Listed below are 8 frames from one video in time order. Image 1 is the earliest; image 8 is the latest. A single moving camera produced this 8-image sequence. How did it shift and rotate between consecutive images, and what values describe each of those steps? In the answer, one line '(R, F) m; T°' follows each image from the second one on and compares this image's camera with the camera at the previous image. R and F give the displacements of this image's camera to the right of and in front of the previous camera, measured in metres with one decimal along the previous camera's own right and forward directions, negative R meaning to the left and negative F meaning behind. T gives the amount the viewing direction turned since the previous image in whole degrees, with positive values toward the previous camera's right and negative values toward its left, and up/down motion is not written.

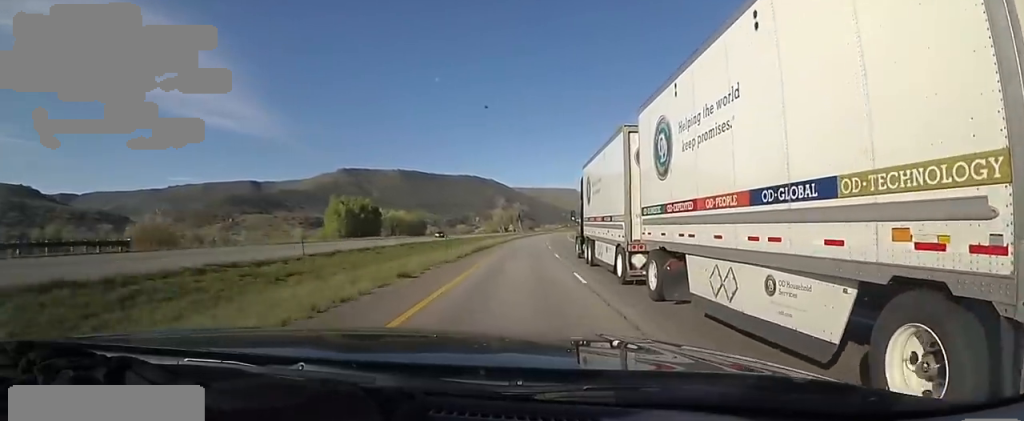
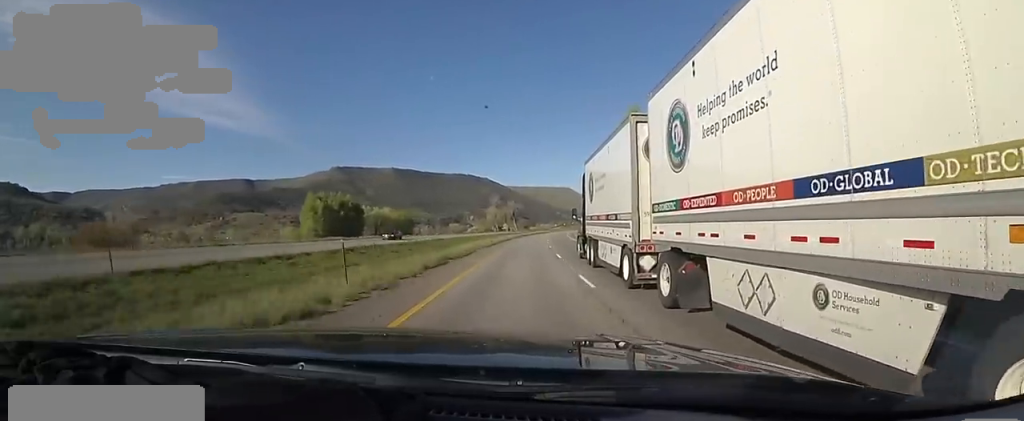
(+0.1, +13.5) m; 0°
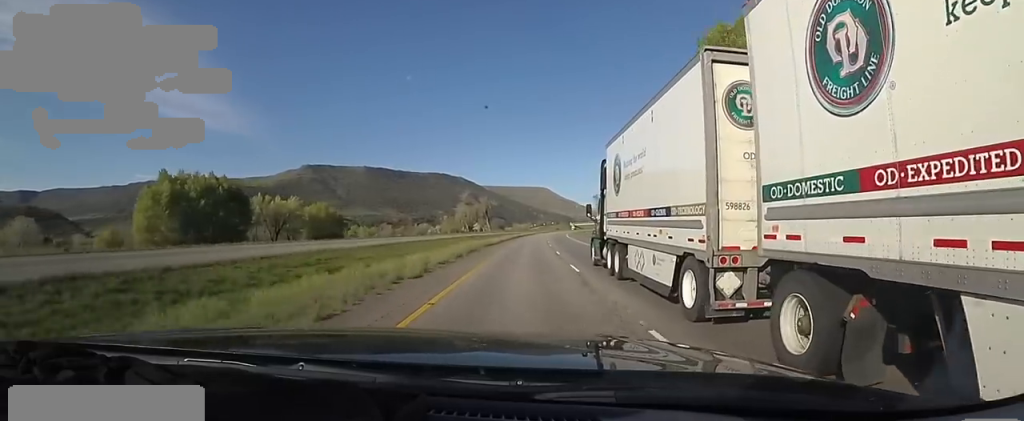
(+1.0, +55.0) m; +3°
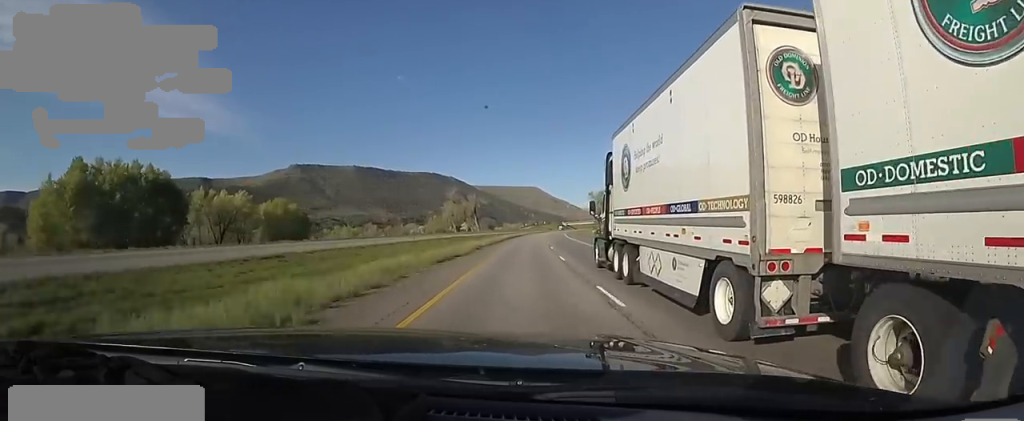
(+0.4, +18.7) m; +2°
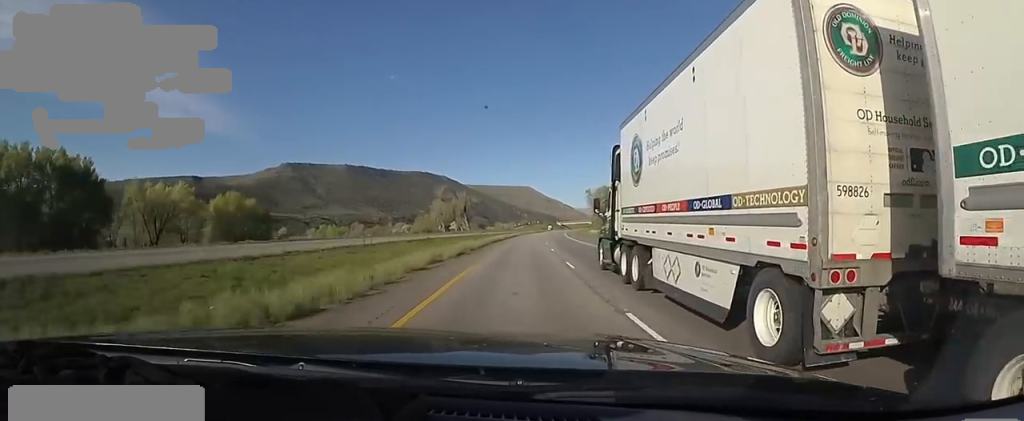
(+0.1, +16.6) m; +1°
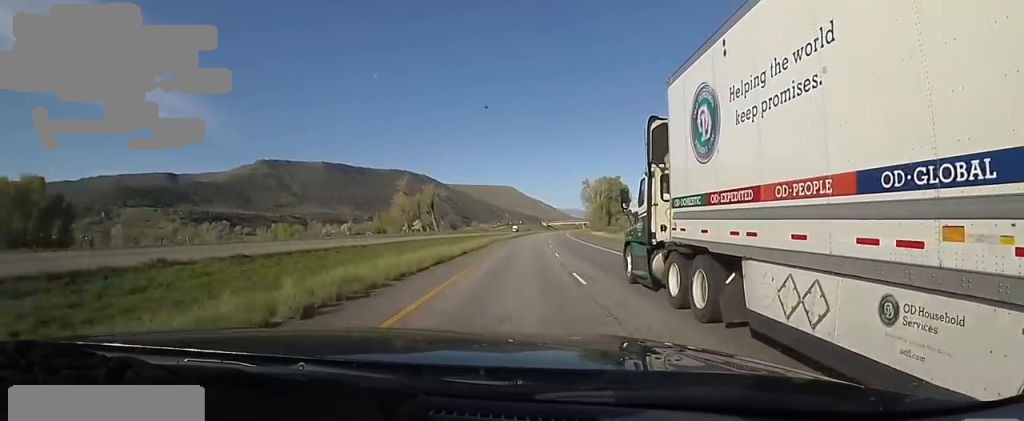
(+0.1, +51.8) m; 0°
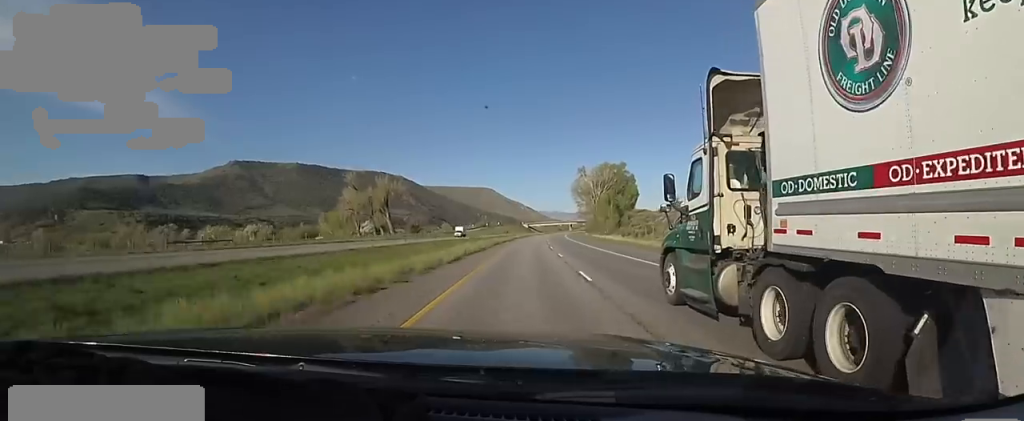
(+1.5, +47.4) m; +4°
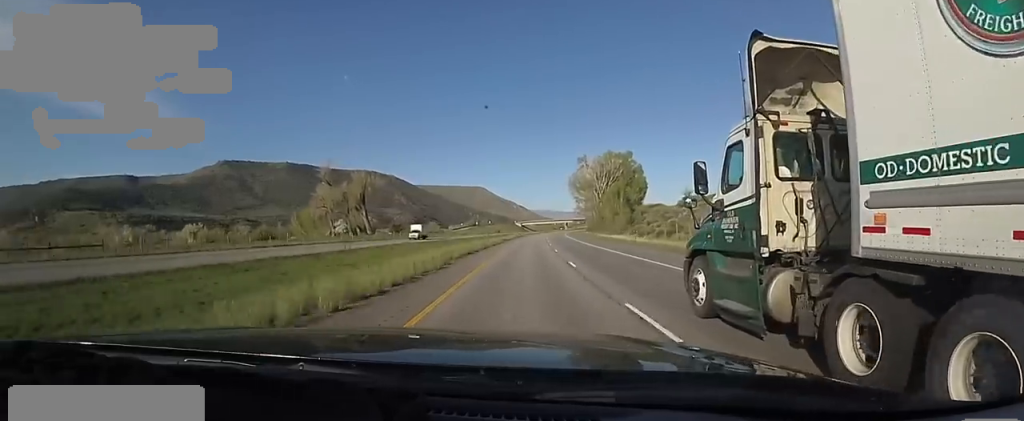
(-0.4, +19.6) m; +2°
